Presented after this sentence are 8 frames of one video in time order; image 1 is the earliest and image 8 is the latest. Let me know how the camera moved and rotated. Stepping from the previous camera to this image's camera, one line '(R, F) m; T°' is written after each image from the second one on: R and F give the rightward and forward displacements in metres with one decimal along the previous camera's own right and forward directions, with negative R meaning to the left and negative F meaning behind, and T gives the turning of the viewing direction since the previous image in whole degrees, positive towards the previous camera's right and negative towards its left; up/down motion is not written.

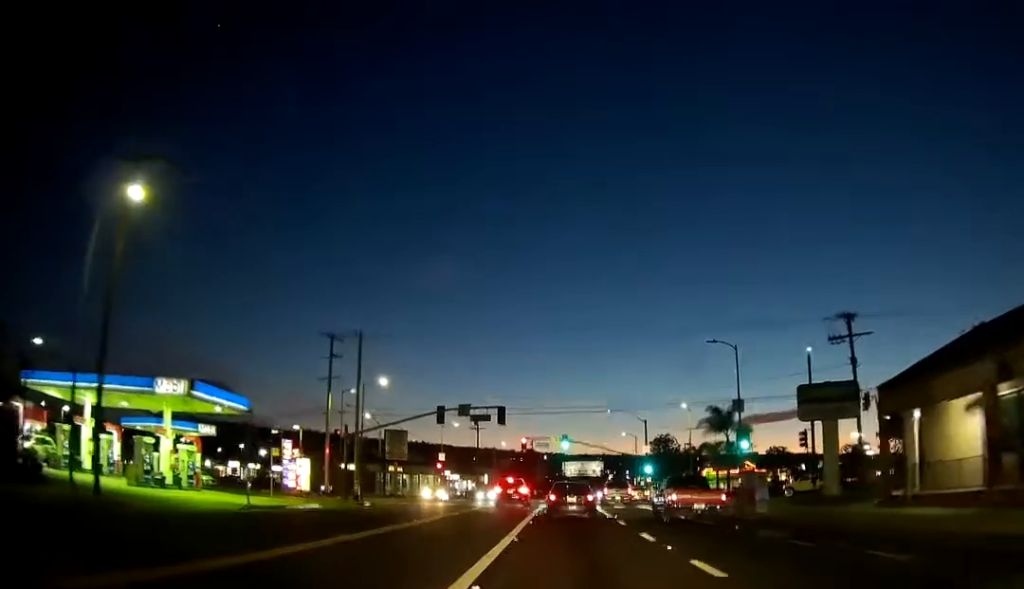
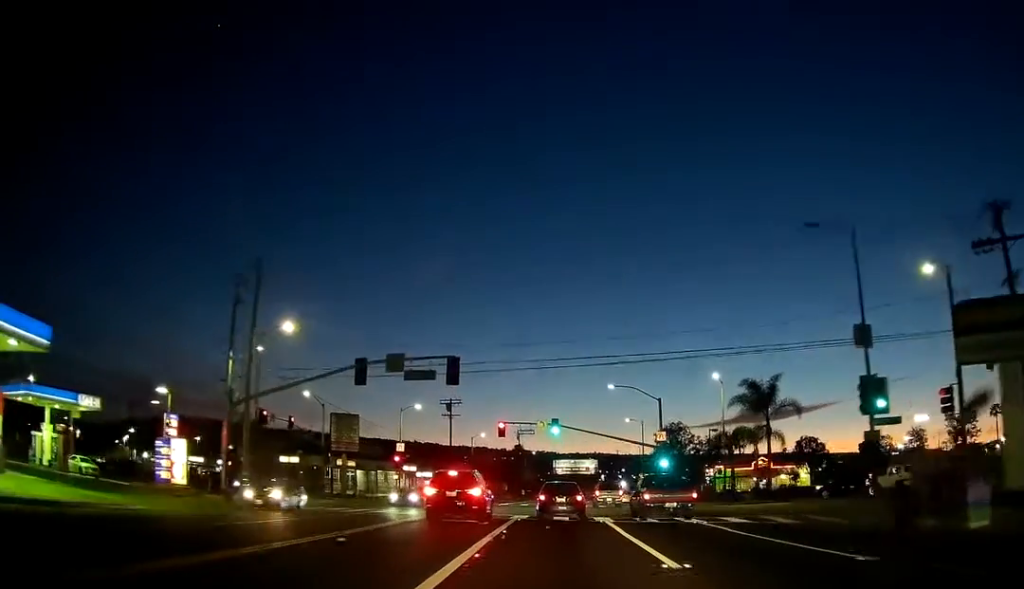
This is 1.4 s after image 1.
(-0.1, +20.8) m; 0°
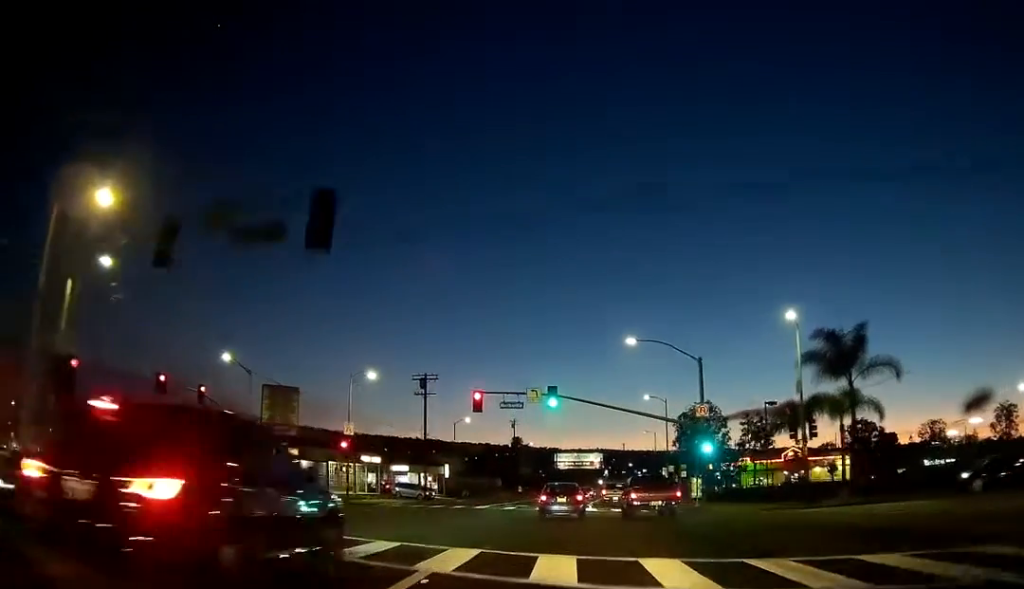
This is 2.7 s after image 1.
(+0.4, +19.4) m; 0°
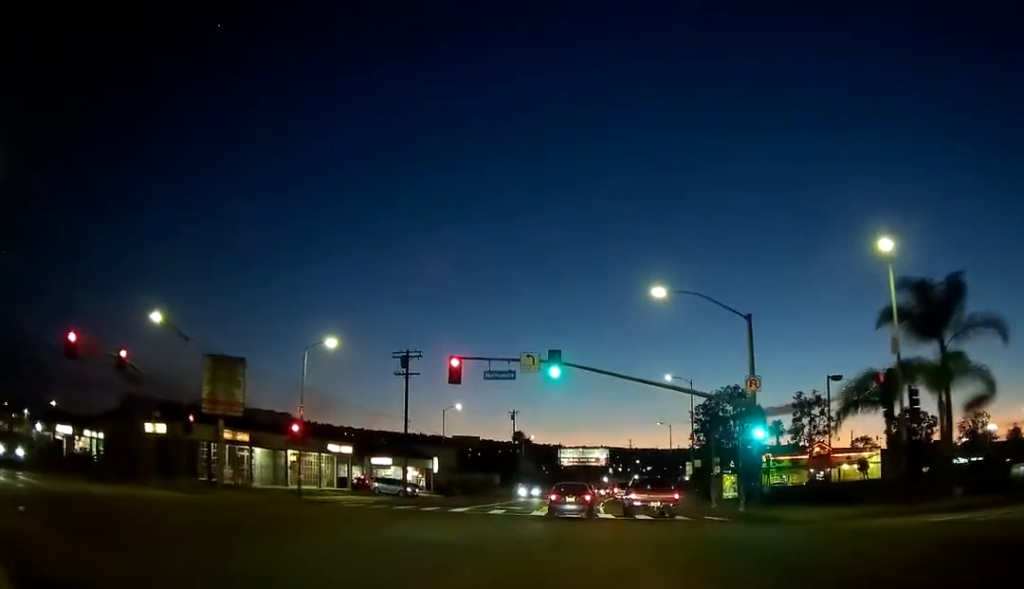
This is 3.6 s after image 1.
(-0.1, +11.9) m; -1°
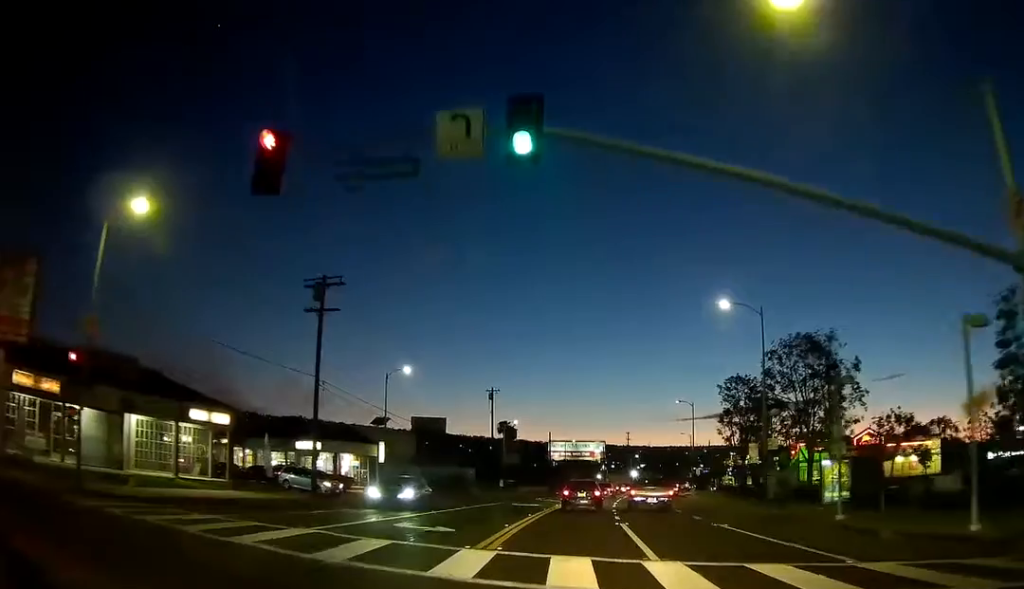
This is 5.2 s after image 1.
(0.0, +22.6) m; +1°
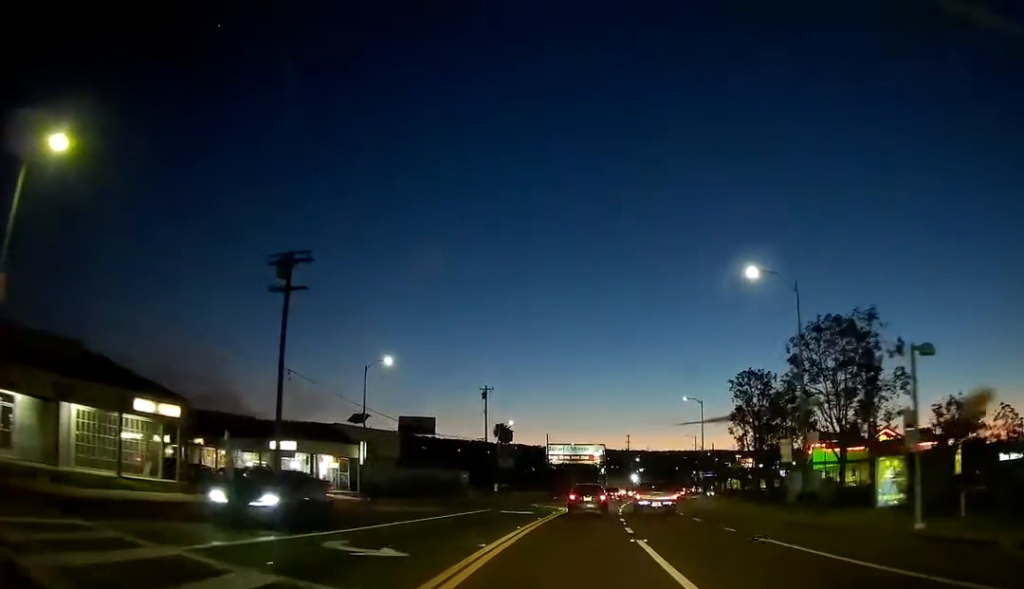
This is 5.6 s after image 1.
(0.0, +5.5) m; +1°
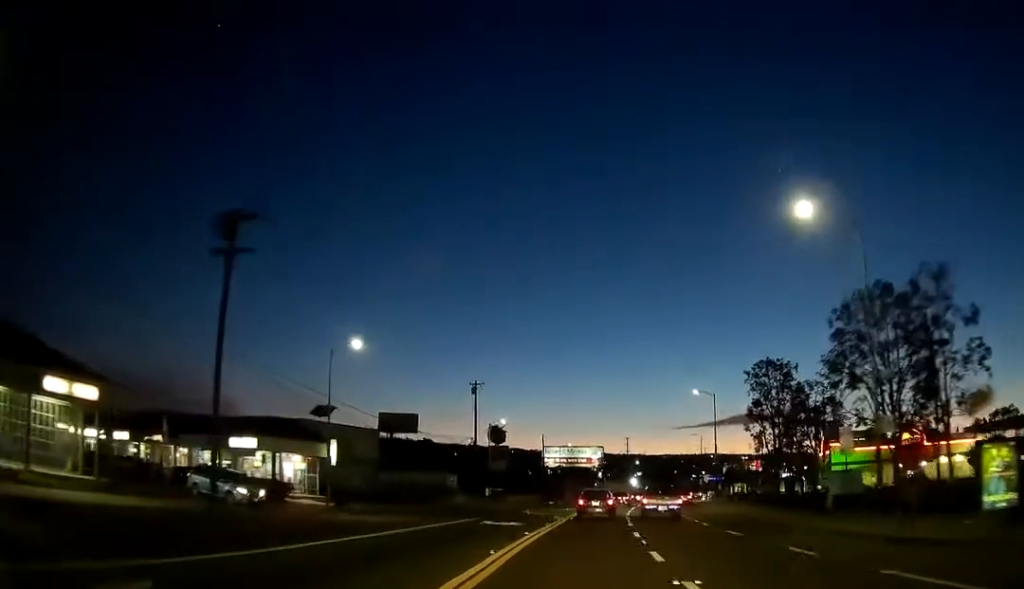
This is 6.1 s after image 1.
(0.0, +7.4) m; +1°
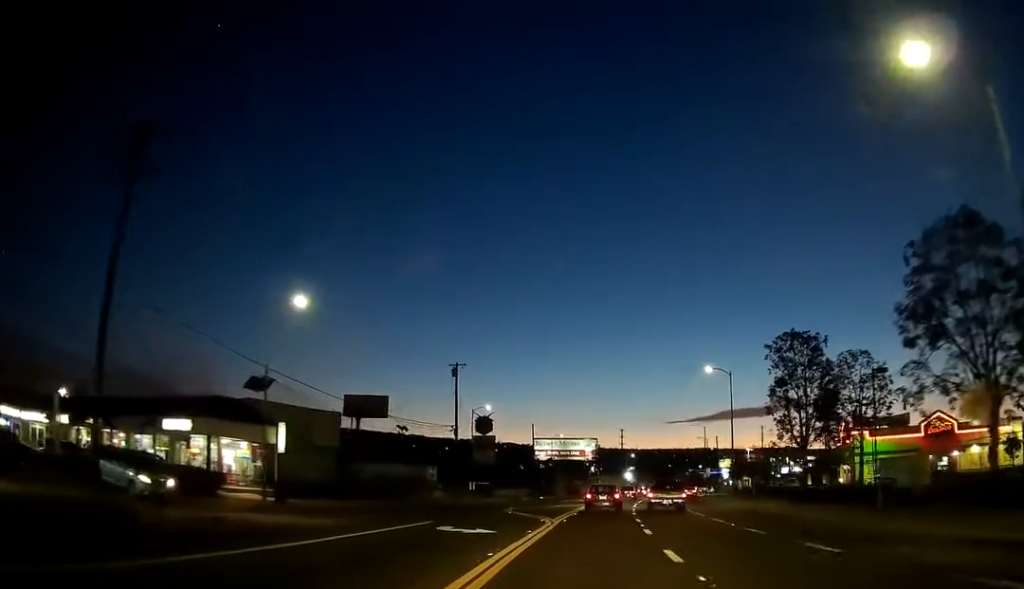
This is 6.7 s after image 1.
(+0.1, +8.5) m; +1°
